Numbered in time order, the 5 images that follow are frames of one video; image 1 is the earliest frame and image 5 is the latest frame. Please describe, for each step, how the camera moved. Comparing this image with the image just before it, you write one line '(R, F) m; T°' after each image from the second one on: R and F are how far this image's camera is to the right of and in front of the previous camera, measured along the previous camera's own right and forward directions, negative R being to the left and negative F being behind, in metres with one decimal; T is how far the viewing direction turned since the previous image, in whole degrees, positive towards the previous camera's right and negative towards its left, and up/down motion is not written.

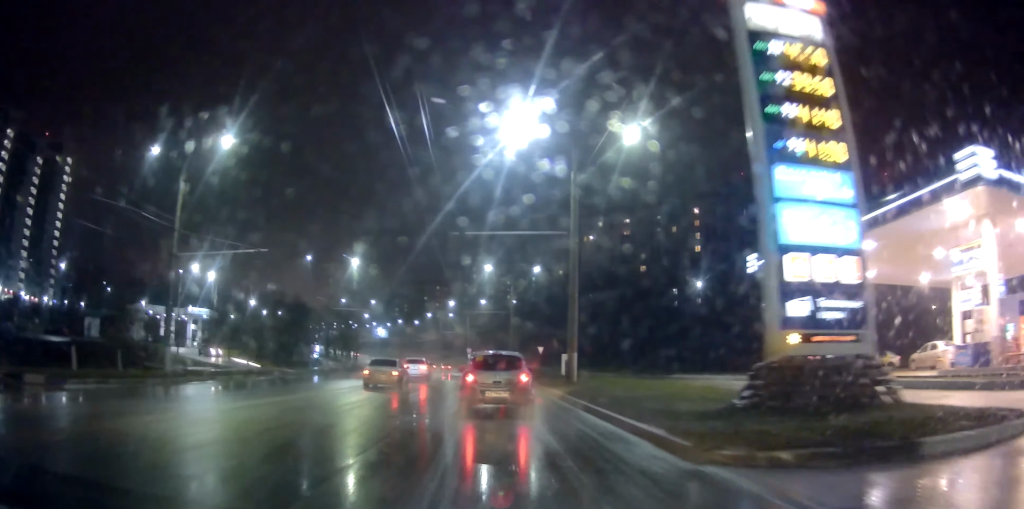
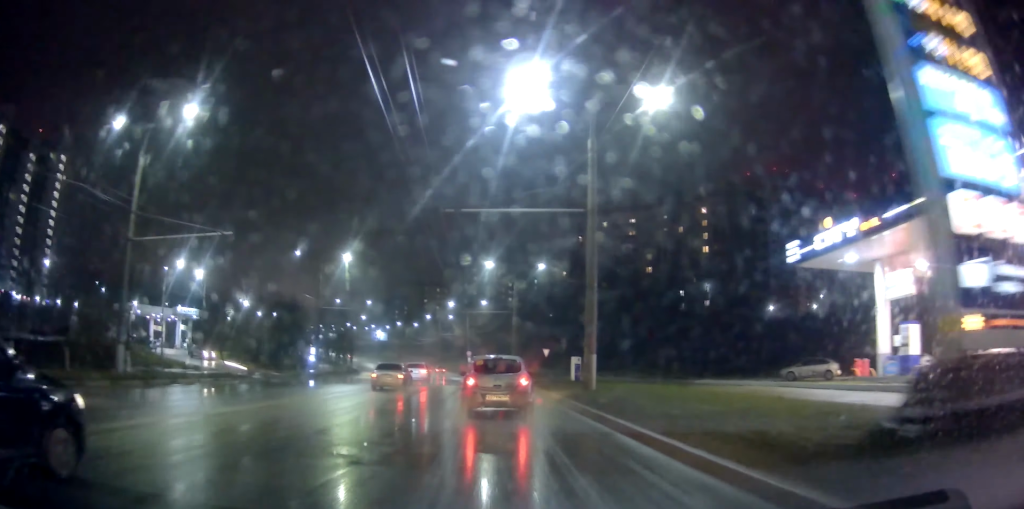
(0.0, +4.3) m; +1°
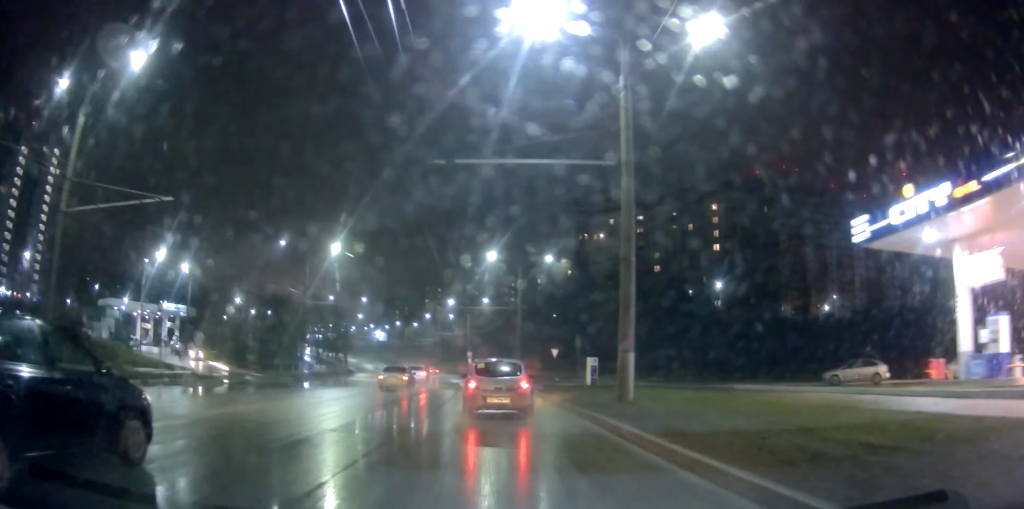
(+0.5, +5.3) m; 0°
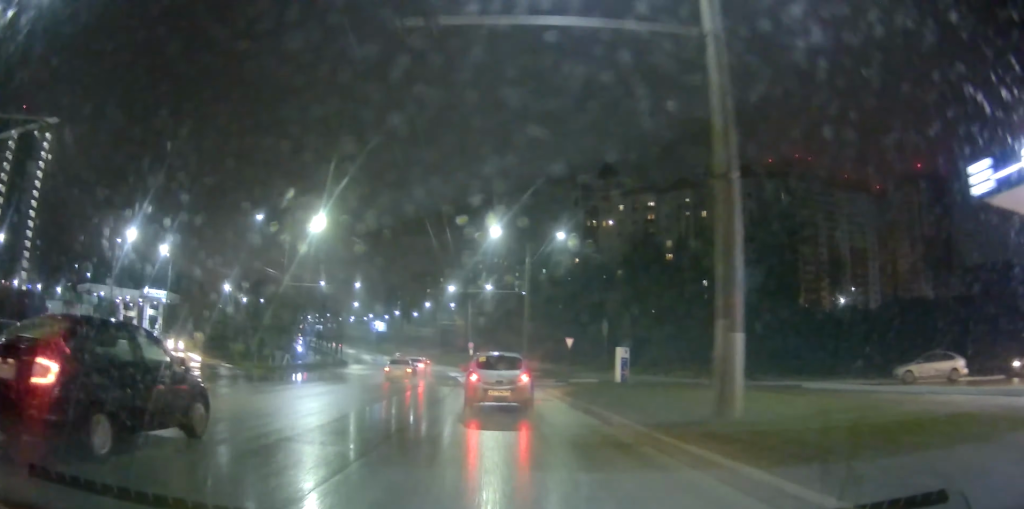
(-0.1, +6.9) m; 0°
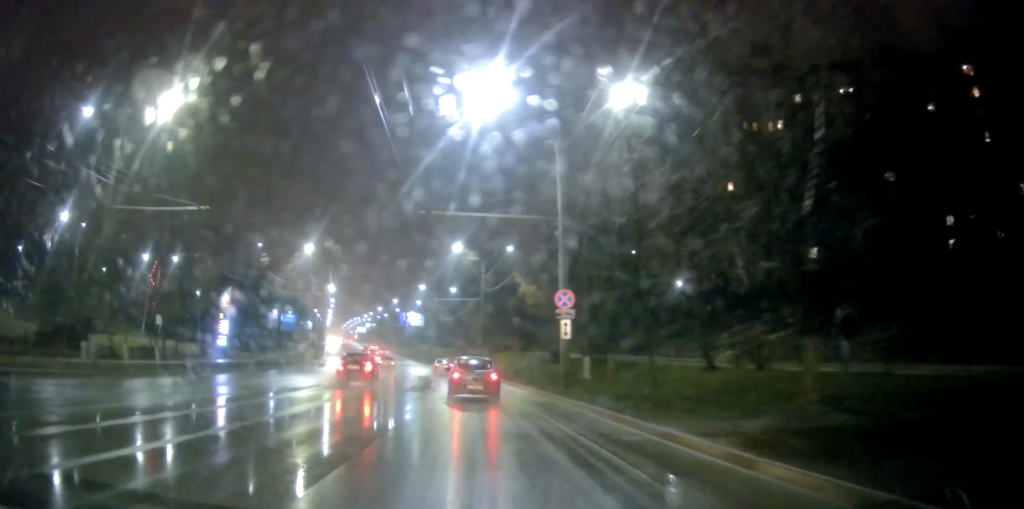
(-1.9, +67.5) m; -4°
